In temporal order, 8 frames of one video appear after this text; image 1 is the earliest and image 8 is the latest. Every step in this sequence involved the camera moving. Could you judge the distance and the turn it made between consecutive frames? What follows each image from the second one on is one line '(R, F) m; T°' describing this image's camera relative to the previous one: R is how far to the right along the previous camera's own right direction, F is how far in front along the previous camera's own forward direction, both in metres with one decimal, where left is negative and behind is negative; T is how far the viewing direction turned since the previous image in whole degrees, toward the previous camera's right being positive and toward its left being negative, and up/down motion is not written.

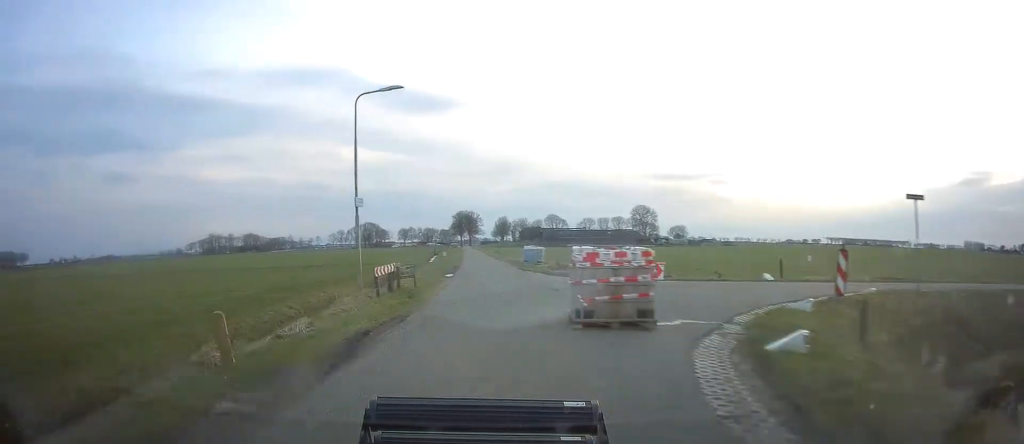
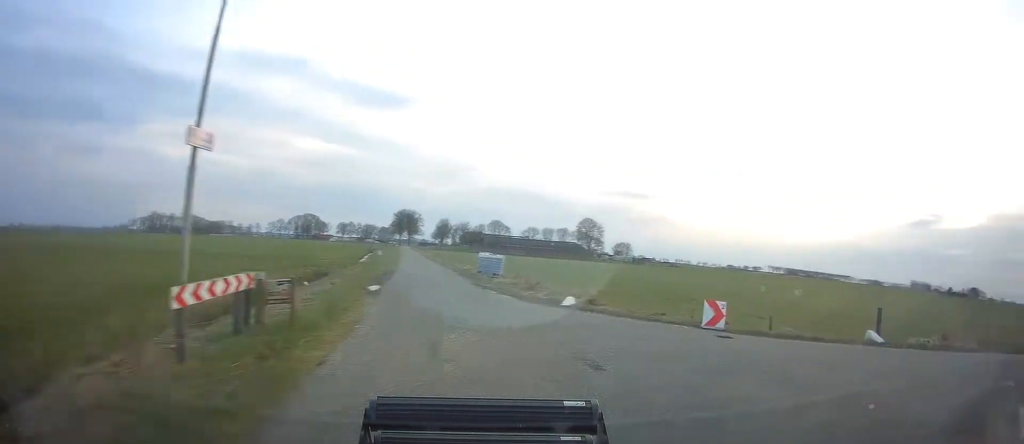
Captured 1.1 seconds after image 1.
(+0.2, +9.6) m; +21°
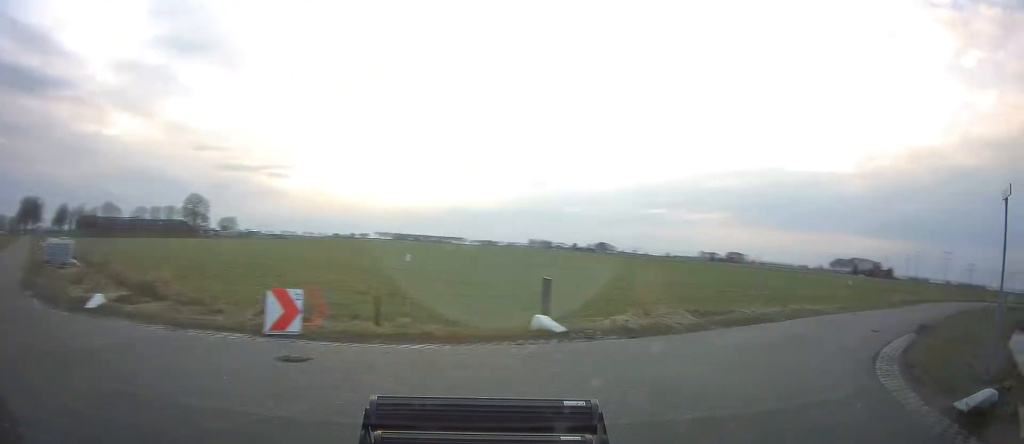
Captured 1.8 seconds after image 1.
(+1.2, +5.8) m; +30°
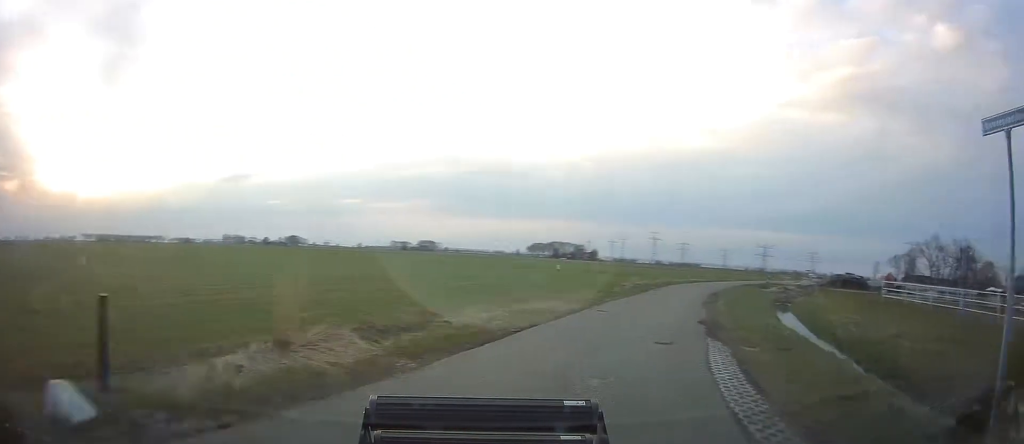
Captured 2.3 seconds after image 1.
(+1.5, +5.0) m; +16°
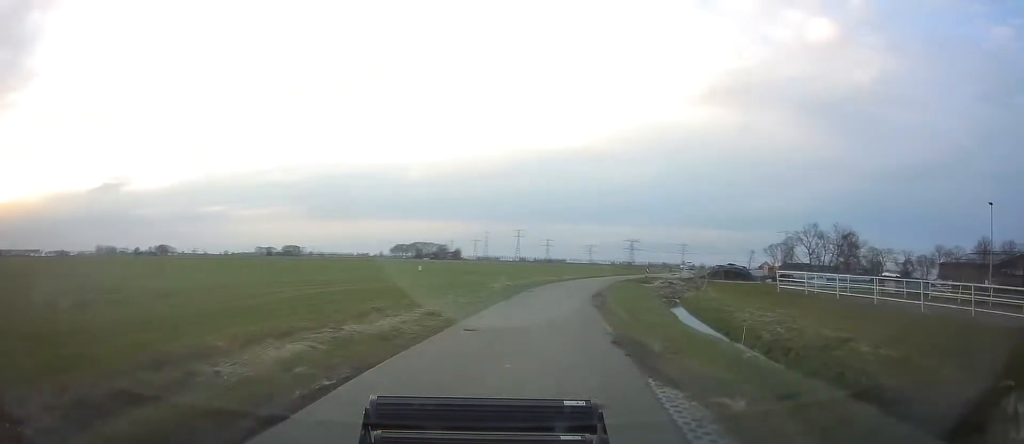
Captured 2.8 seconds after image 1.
(+0.7, +4.2) m; +10°
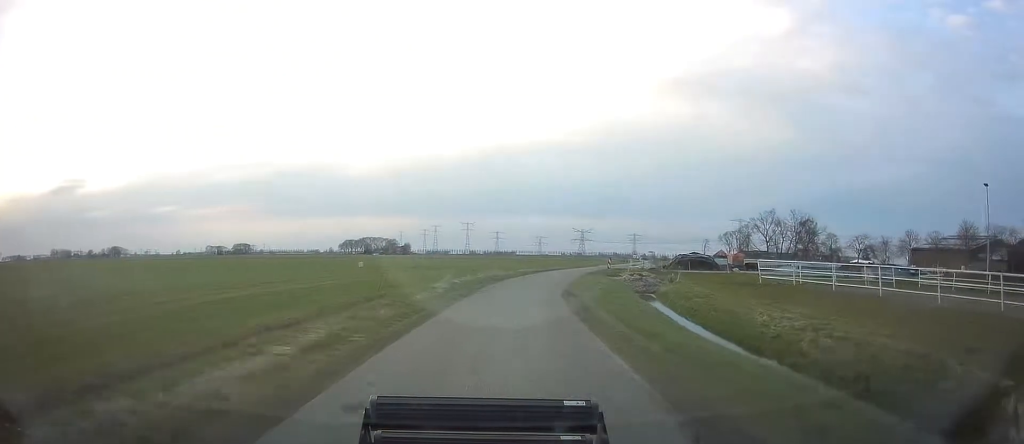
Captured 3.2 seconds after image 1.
(+0.4, +5.4) m; +5°
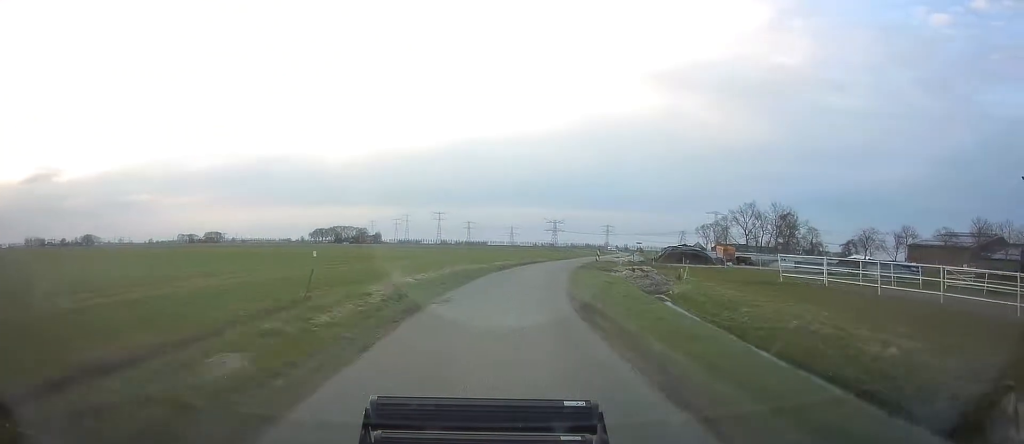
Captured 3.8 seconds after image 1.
(+0.1, +7.3) m; +4°
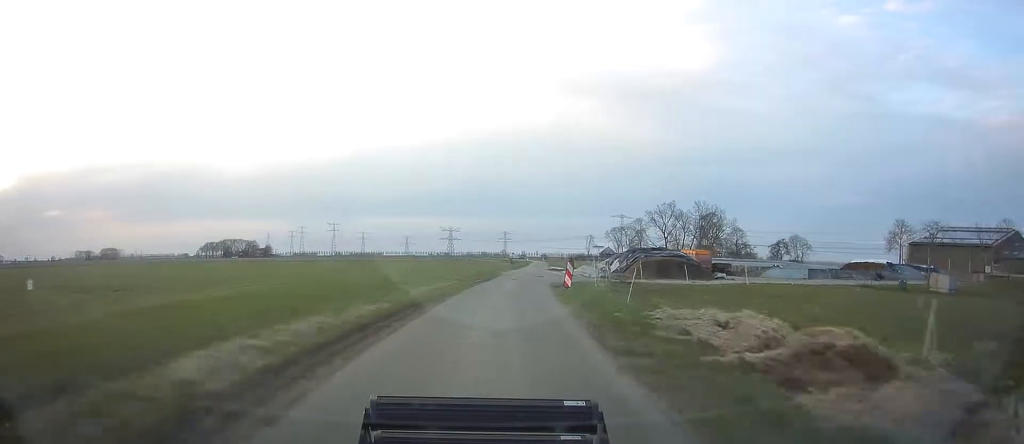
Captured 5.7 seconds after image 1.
(+2.5, +29.6) m; +9°
